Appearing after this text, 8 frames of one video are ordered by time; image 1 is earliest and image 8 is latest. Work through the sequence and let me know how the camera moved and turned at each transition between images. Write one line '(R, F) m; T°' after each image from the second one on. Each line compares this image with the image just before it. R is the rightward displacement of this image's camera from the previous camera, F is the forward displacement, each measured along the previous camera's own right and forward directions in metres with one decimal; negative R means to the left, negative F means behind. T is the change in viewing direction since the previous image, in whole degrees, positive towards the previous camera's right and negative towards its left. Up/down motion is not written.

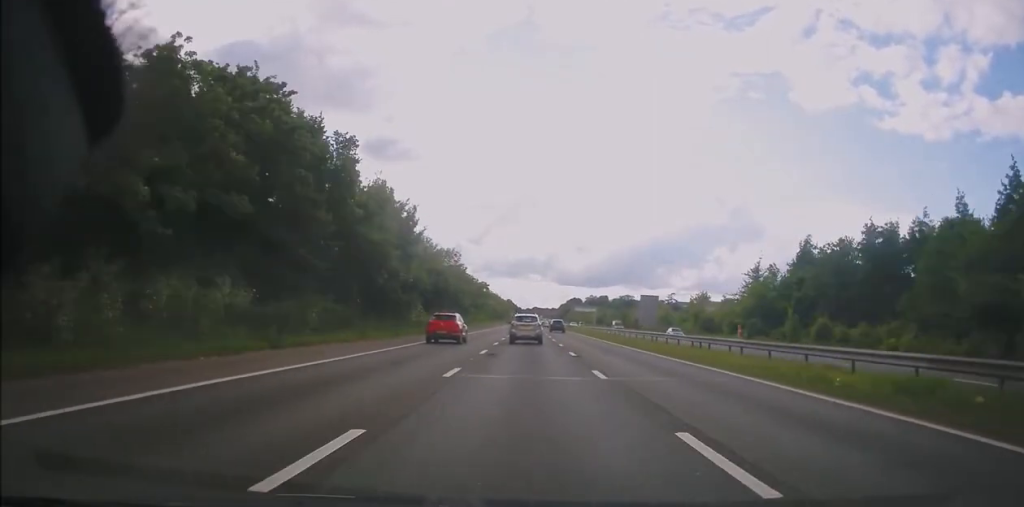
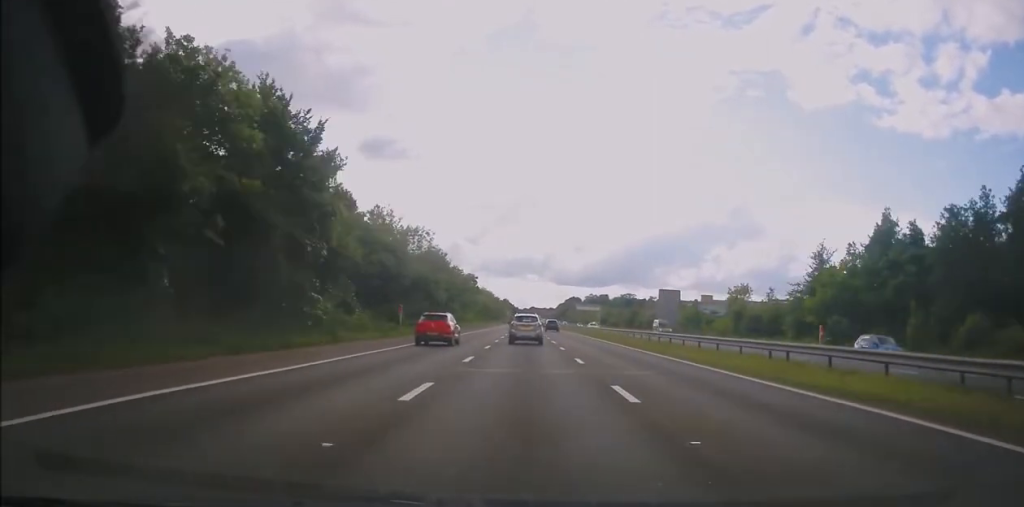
(-0.1, +22.6) m; 0°
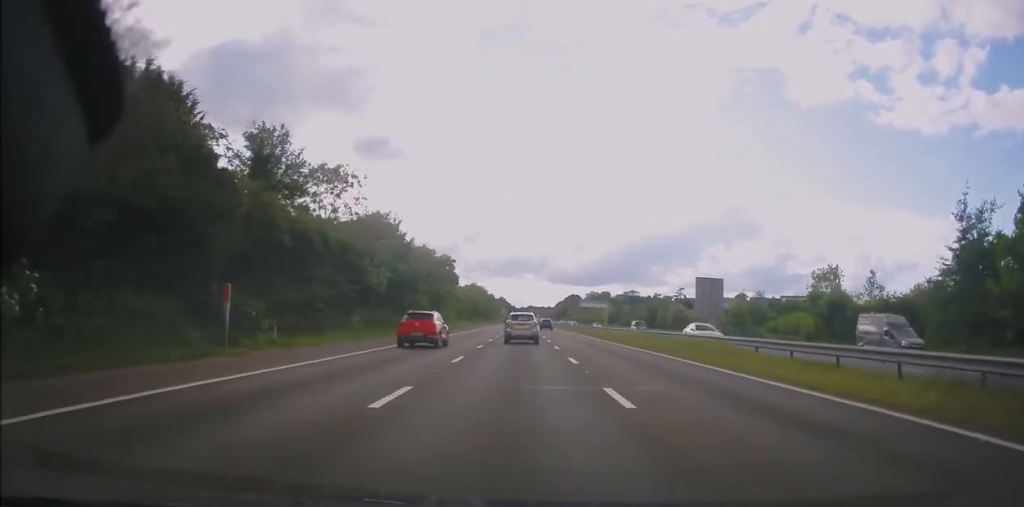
(+0.1, +28.0) m; 0°
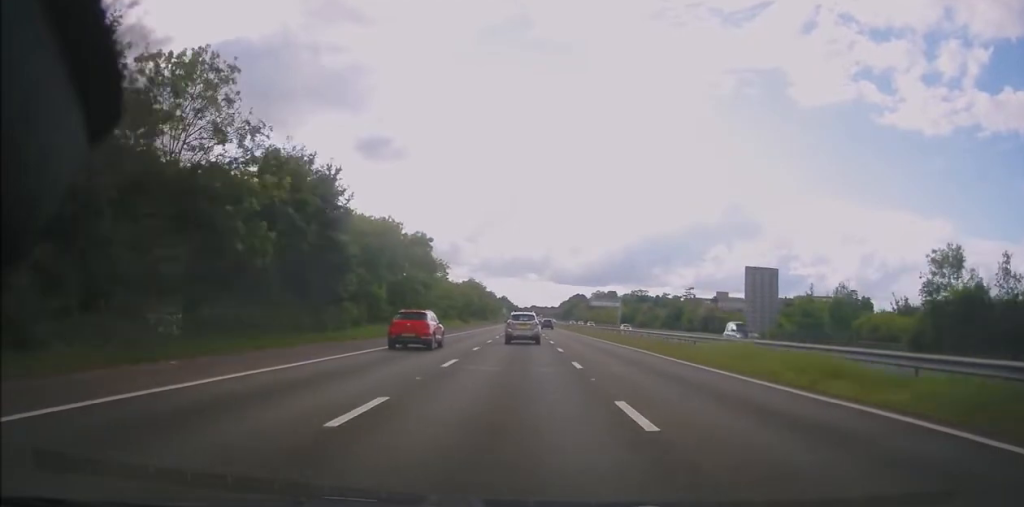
(0.0, +19.9) m; -1°
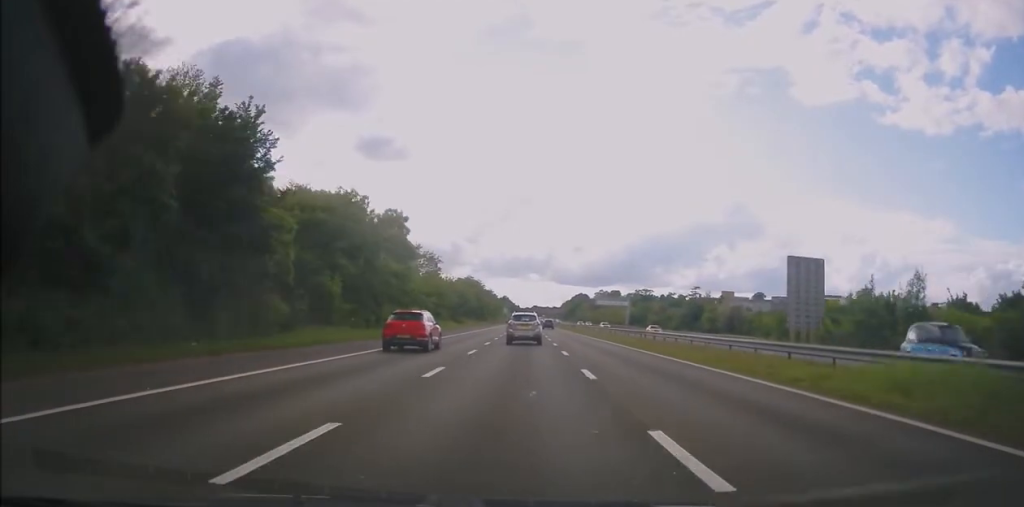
(-0.1, +11.8) m; 0°
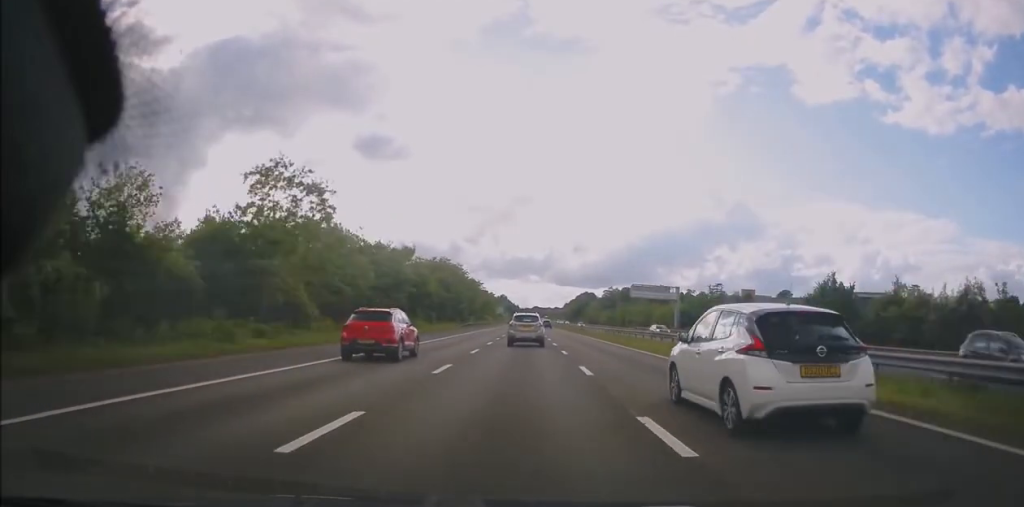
(+0.3, +53.7) m; +1°
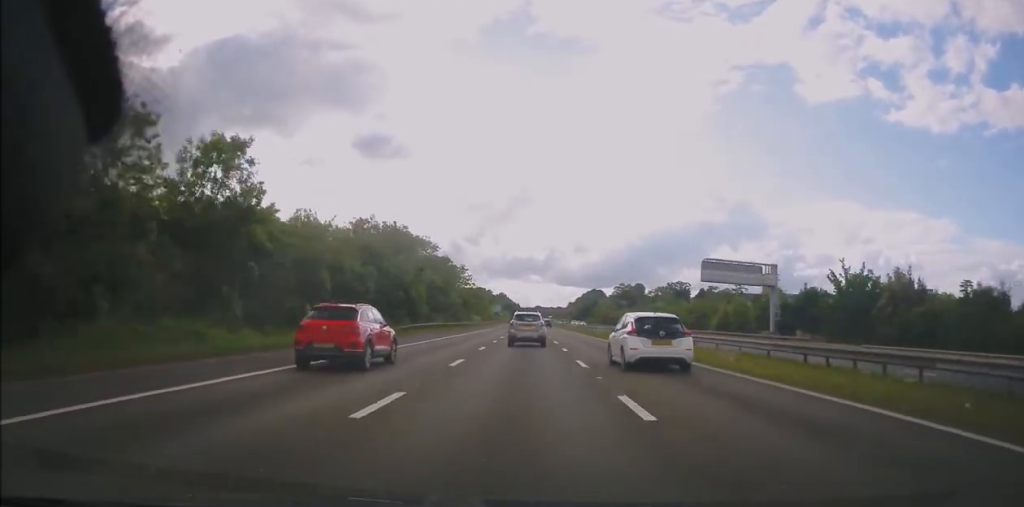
(-0.2, +43.2) m; -1°
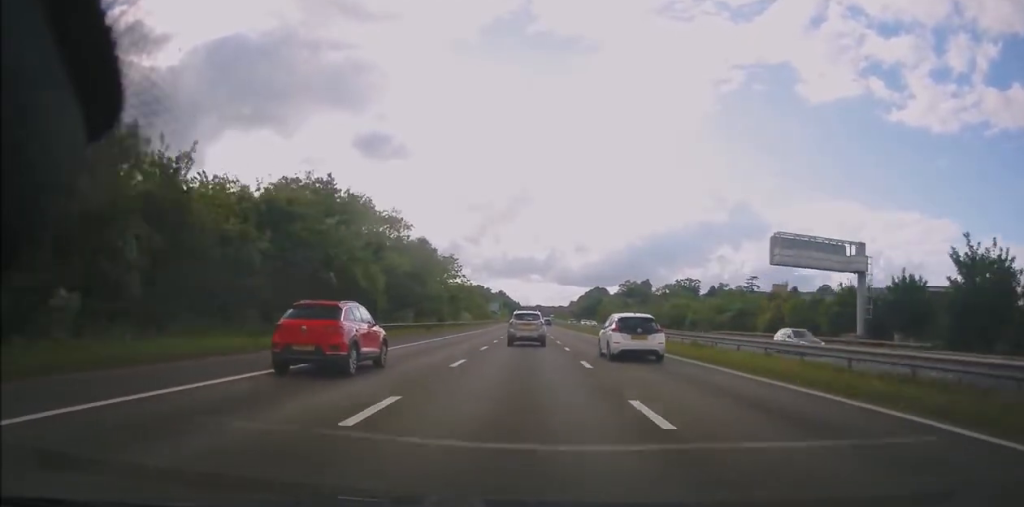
(-0.2, +18.9) m; 0°
